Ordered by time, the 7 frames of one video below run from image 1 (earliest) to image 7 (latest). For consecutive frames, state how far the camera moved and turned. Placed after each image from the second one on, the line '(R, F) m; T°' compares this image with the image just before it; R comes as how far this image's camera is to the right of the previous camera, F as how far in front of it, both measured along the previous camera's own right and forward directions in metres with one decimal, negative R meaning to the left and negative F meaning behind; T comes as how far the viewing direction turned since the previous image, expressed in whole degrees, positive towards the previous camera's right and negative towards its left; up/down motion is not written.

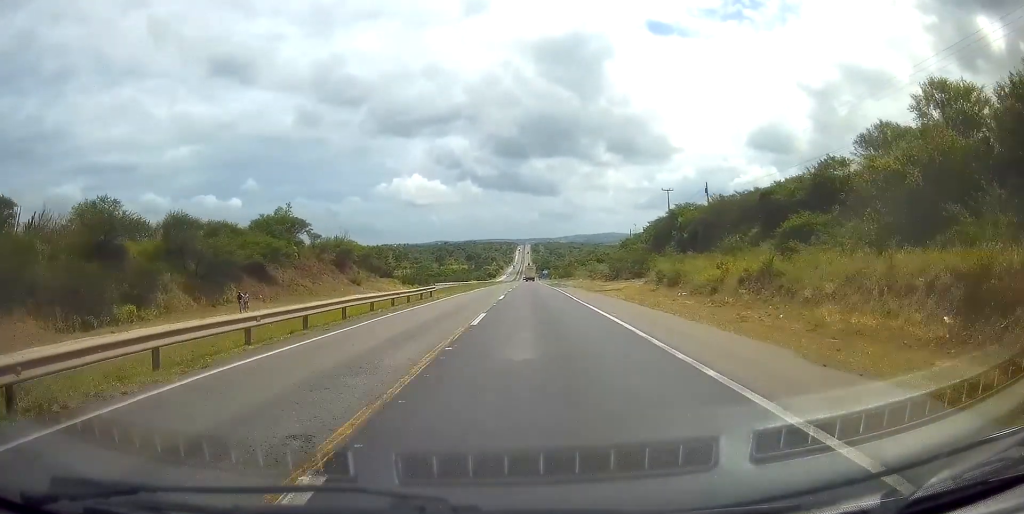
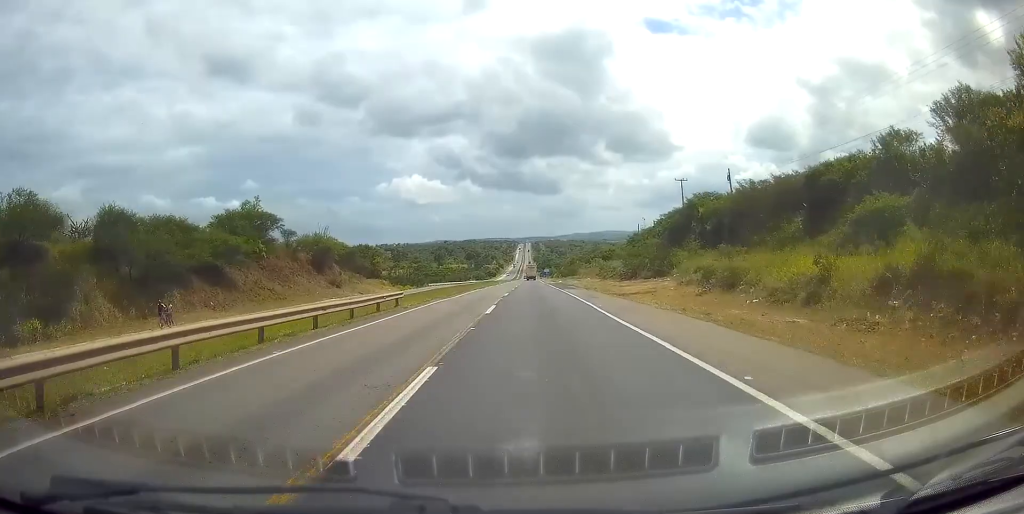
(0.0, +11.2) m; 0°
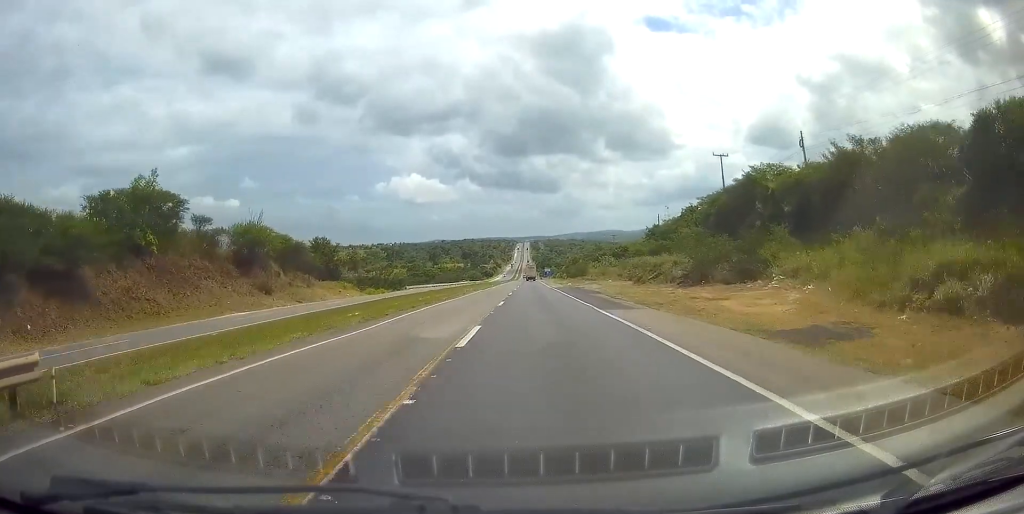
(-0.2, +24.4) m; 0°
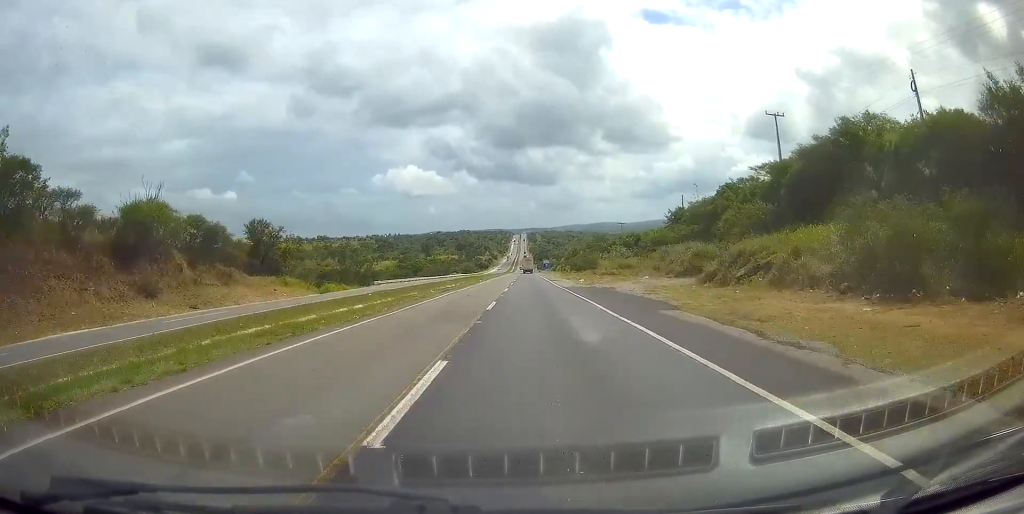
(0.0, +21.8) m; 0°
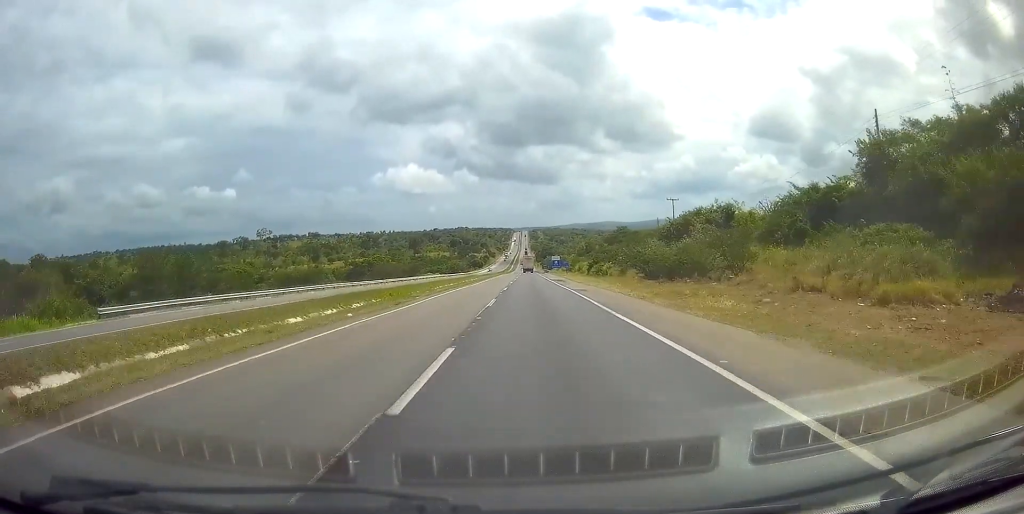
(-0.2, +62.5) m; +1°
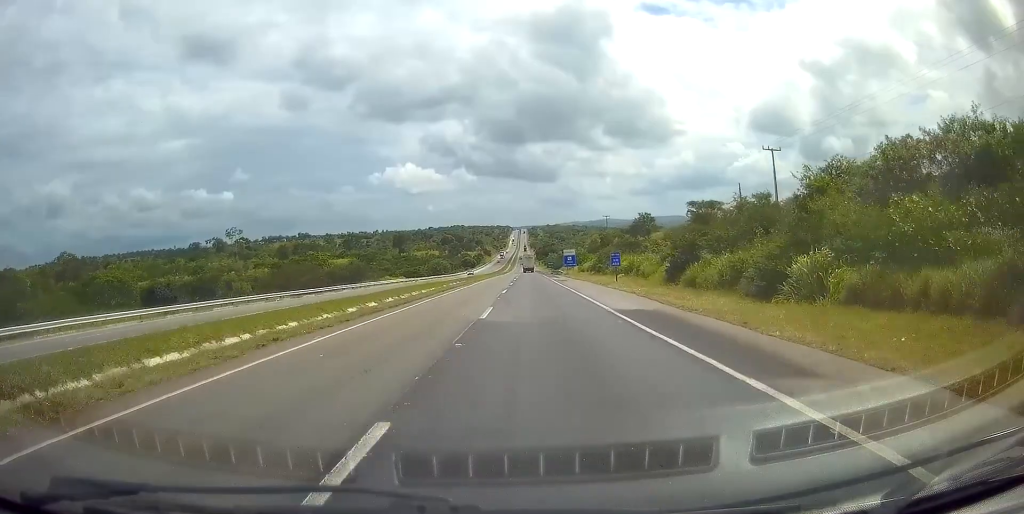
(+1.2, +51.4) m; +2°
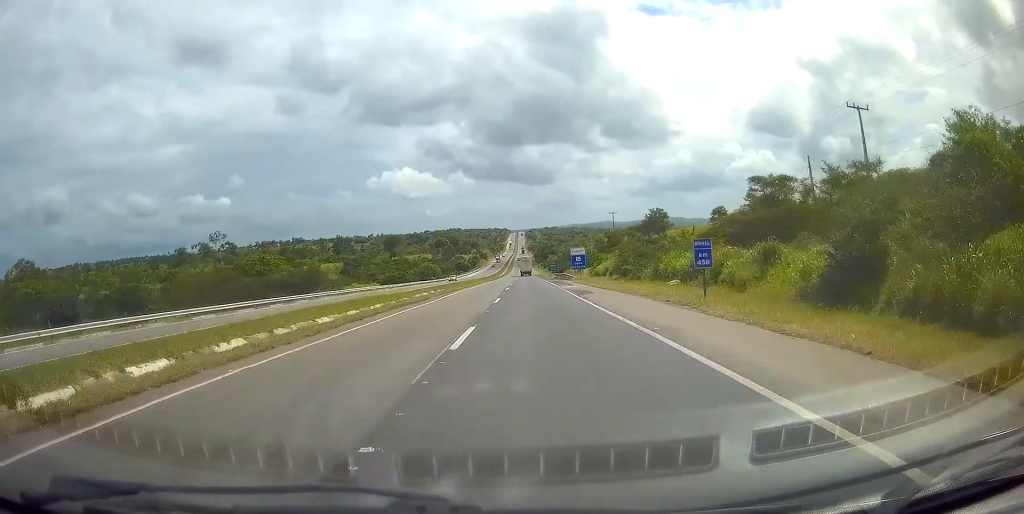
(0.0, +21.9) m; 0°
